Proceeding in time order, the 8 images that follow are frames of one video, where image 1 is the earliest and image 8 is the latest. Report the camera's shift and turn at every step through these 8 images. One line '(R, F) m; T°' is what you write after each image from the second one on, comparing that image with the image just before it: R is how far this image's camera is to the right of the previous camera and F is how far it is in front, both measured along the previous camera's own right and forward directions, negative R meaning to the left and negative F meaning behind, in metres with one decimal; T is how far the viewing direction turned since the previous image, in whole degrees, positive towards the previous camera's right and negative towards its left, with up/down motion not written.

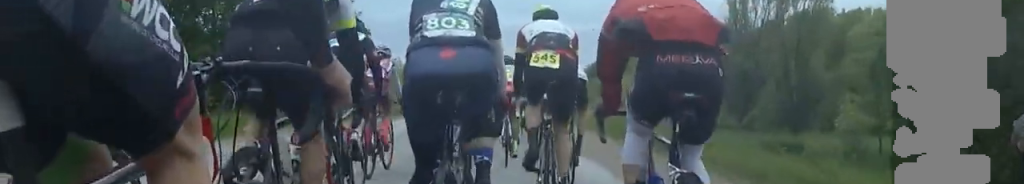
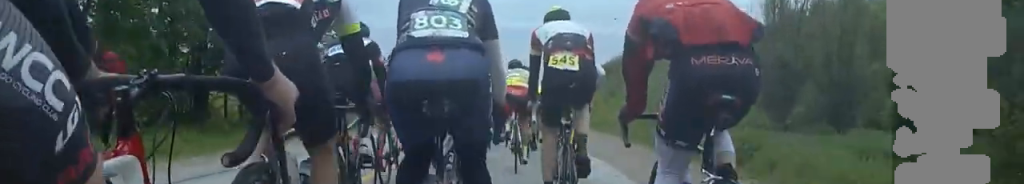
(-0.2, +8.5) m; 0°
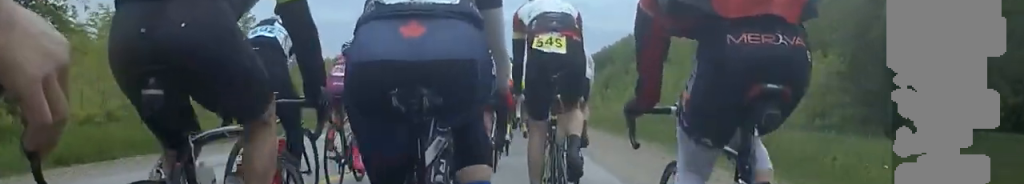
(+0.4, +20.7) m; +2°
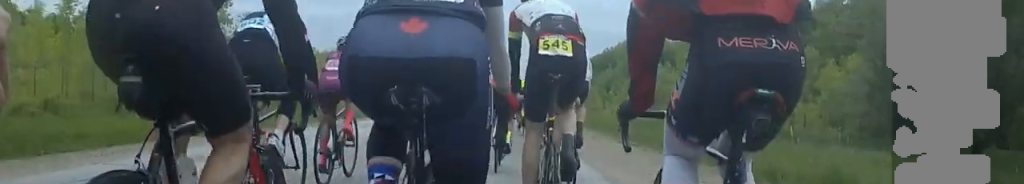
(0.0, +4.1) m; 0°
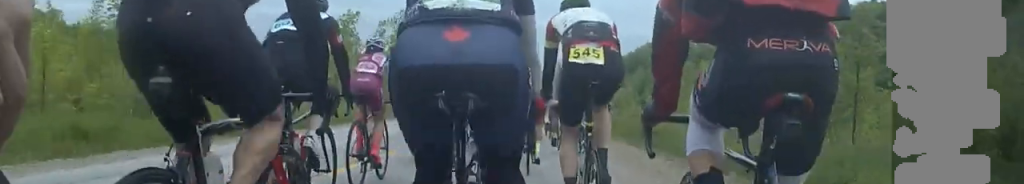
(-0.5, +22.3) m; +1°
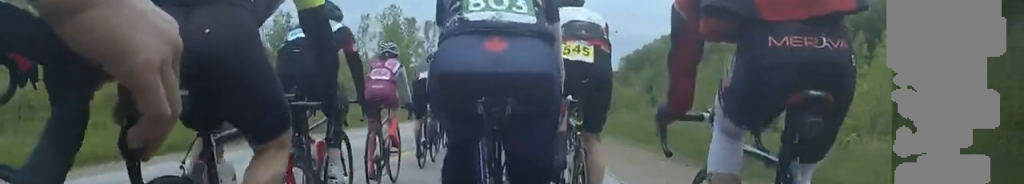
(+0.2, +8.4) m; +5°
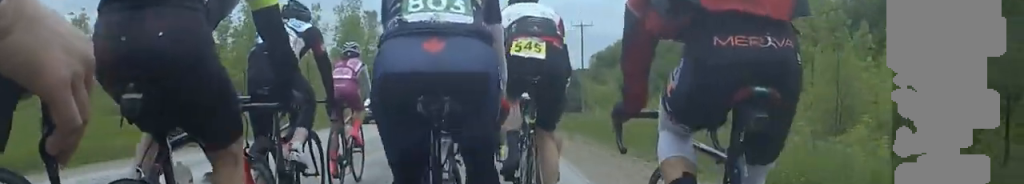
(+0.6, +6.0) m; 0°
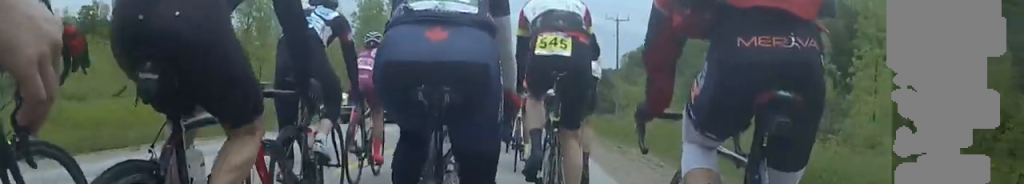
(+0.1, +5.0) m; -1°
